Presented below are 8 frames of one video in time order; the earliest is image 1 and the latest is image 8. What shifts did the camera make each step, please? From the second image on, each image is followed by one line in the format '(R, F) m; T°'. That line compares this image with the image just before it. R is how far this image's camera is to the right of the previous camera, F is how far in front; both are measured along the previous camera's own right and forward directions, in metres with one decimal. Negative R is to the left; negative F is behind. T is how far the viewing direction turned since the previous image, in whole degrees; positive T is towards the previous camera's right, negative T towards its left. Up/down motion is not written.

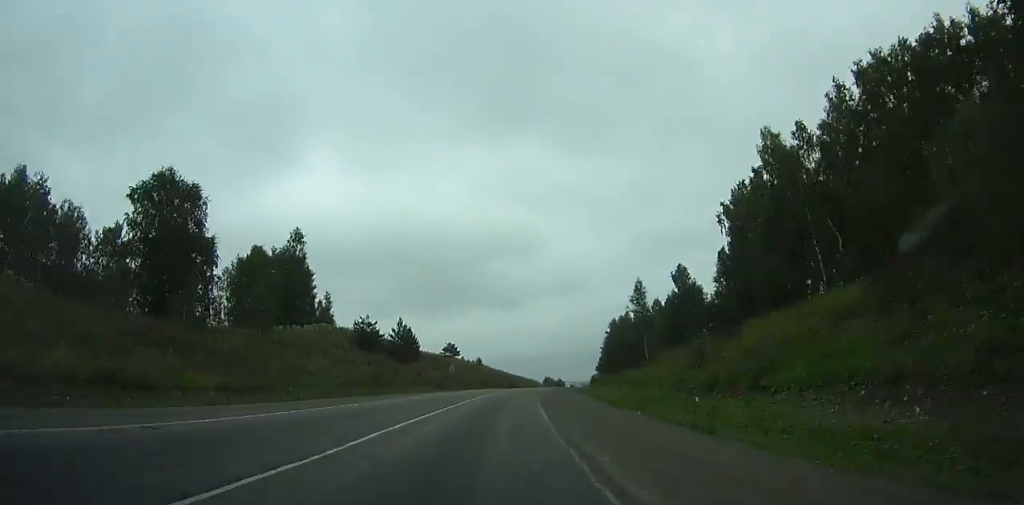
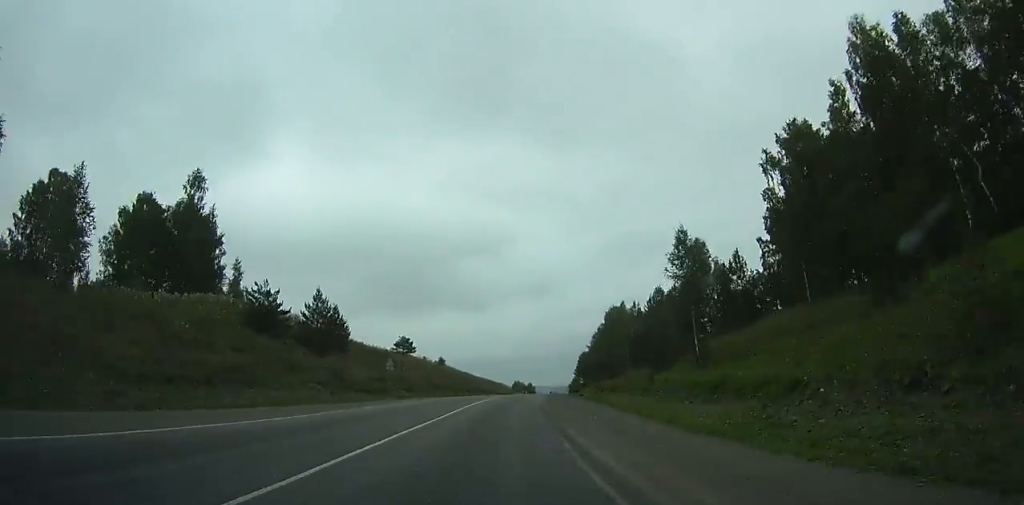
(+0.2, +25.5) m; +4°
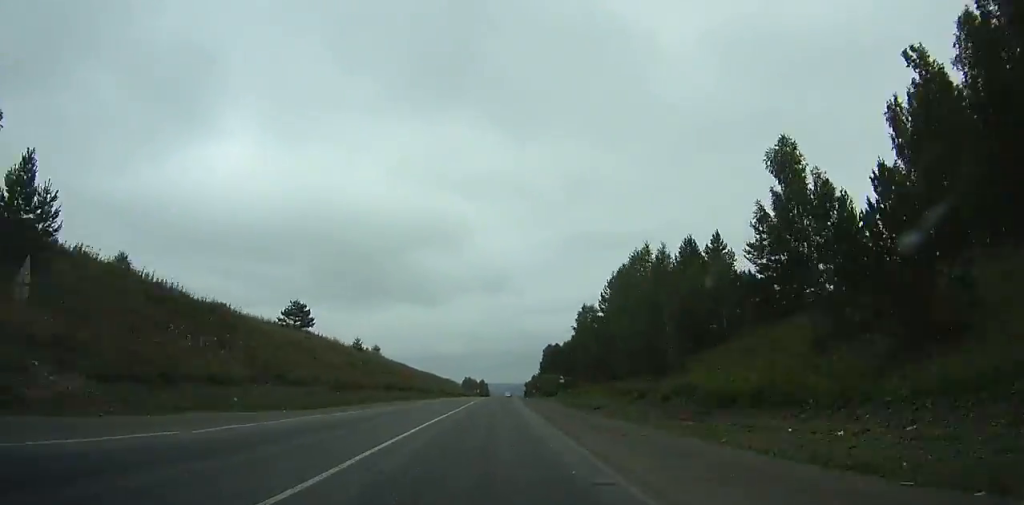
(+2.5, +41.0) m; +4°
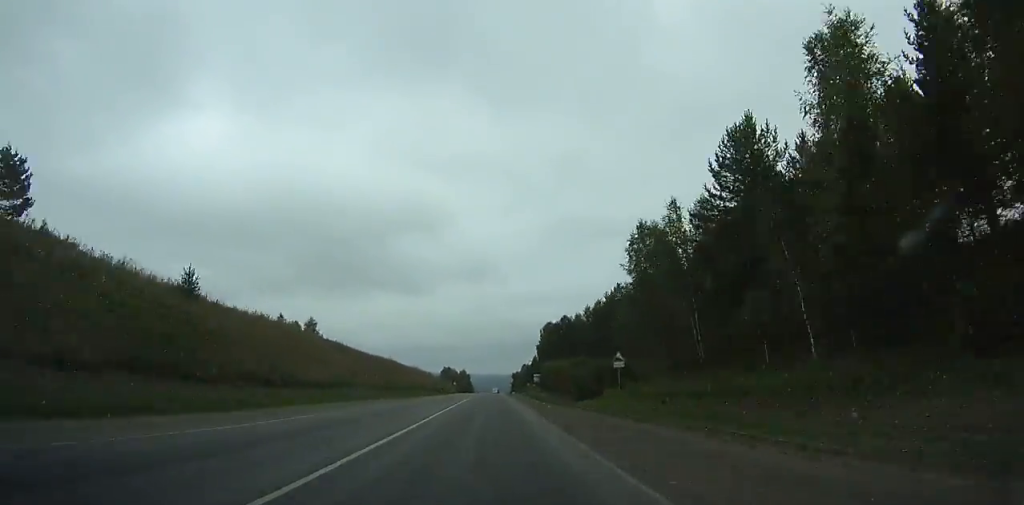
(+1.8, +47.9) m; +3°
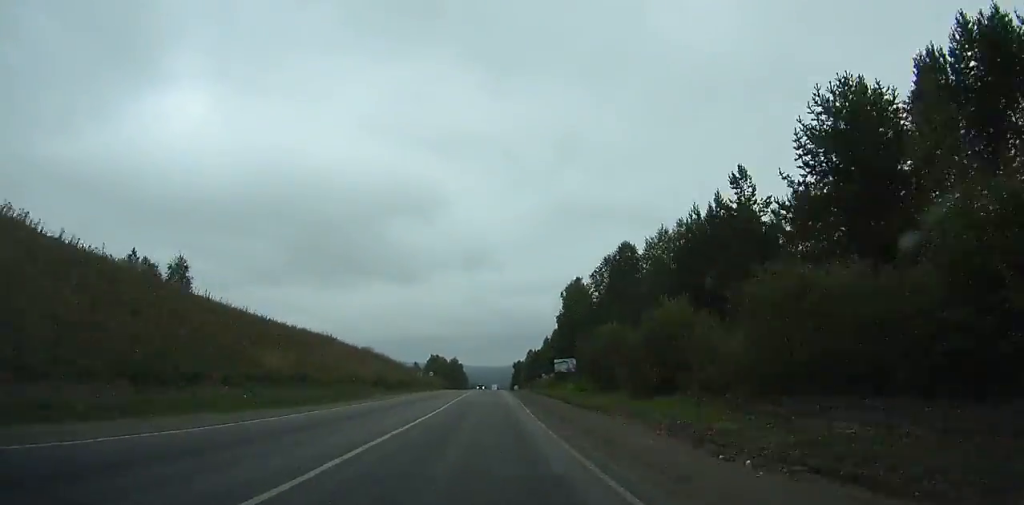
(+1.3, +53.0) m; +1°
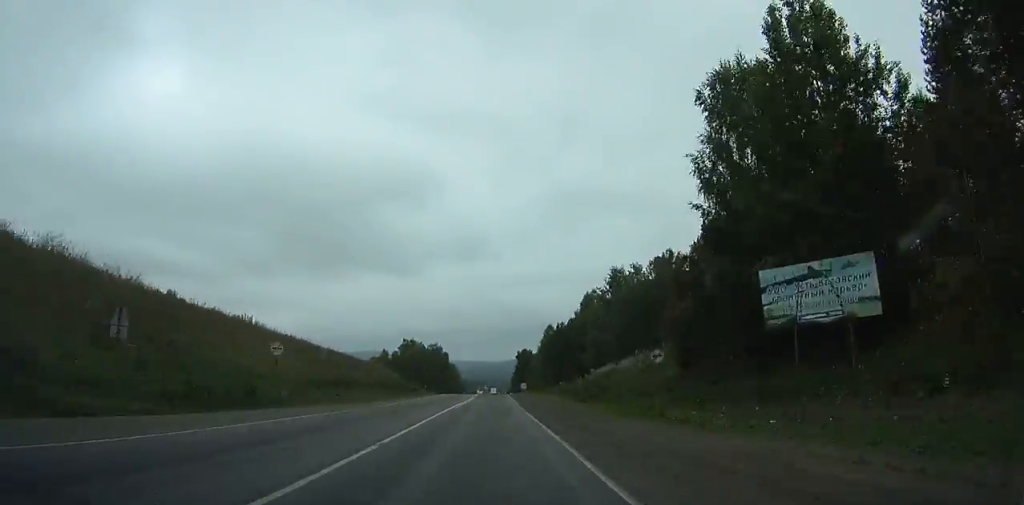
(-0.1, +71.4) m; 0°
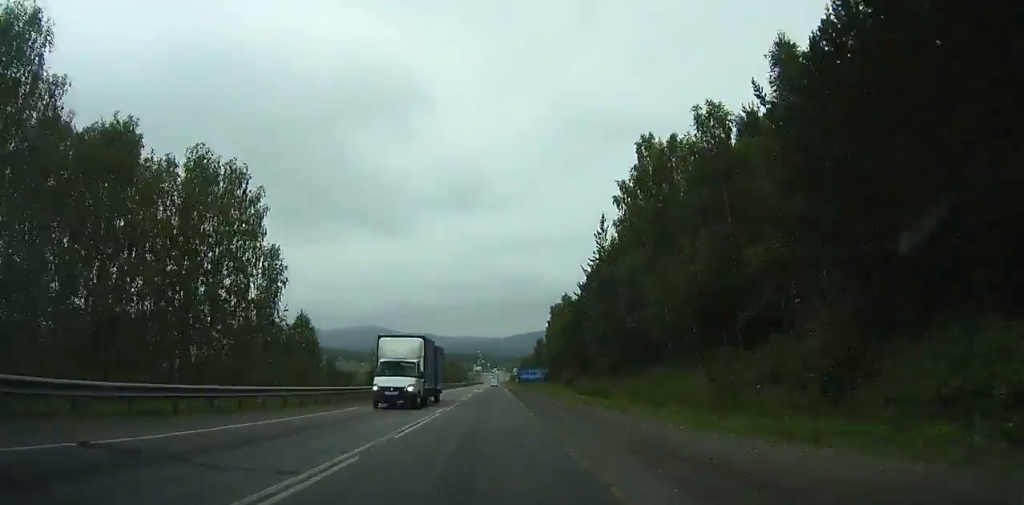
(+1.1, +251.6) m; 0°
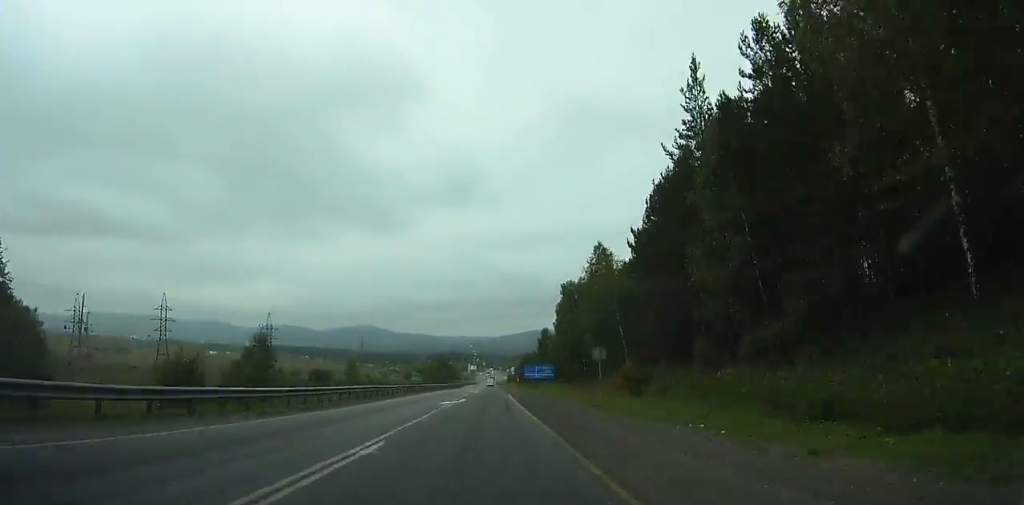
(0.0, +34.9) m; 0°
